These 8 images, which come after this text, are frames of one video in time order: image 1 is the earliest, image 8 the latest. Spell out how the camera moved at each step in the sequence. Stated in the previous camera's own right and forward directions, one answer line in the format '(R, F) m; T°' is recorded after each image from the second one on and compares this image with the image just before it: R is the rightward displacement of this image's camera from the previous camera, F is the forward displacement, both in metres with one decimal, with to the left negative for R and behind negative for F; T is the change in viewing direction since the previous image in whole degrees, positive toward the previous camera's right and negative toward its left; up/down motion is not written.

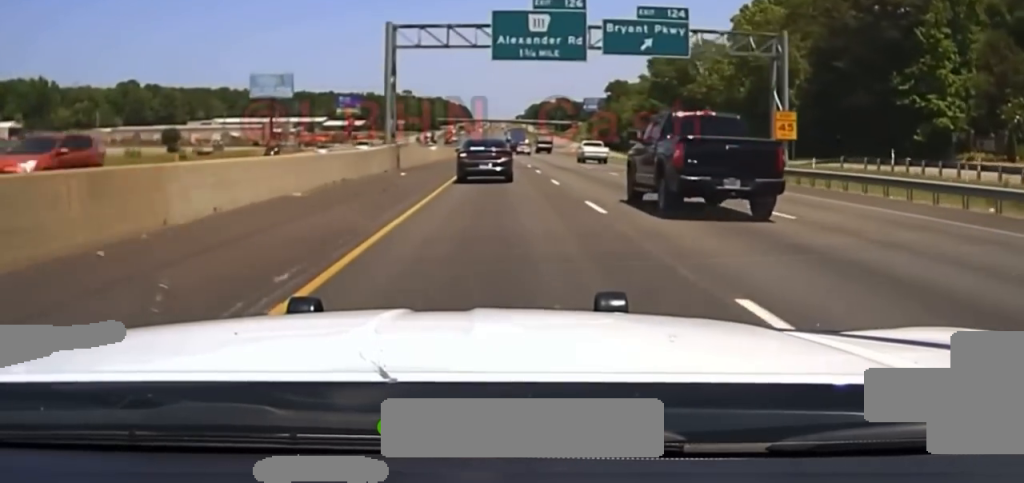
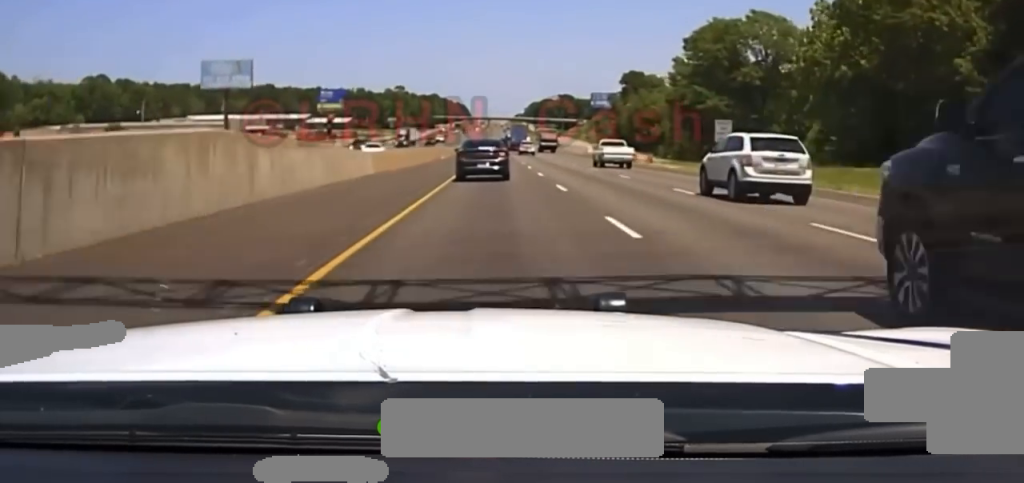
(+0.1, +37.4) m; 0°
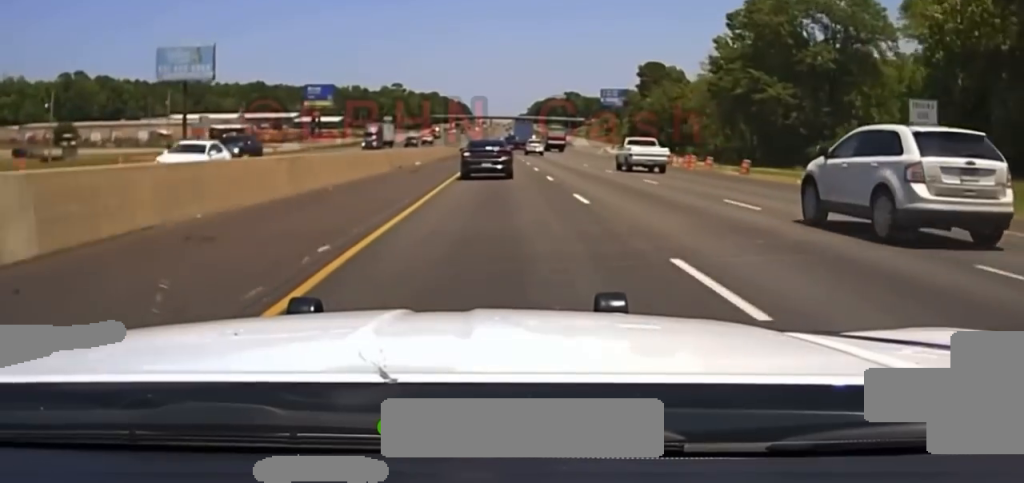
(0.0, +27.7) m; 0°
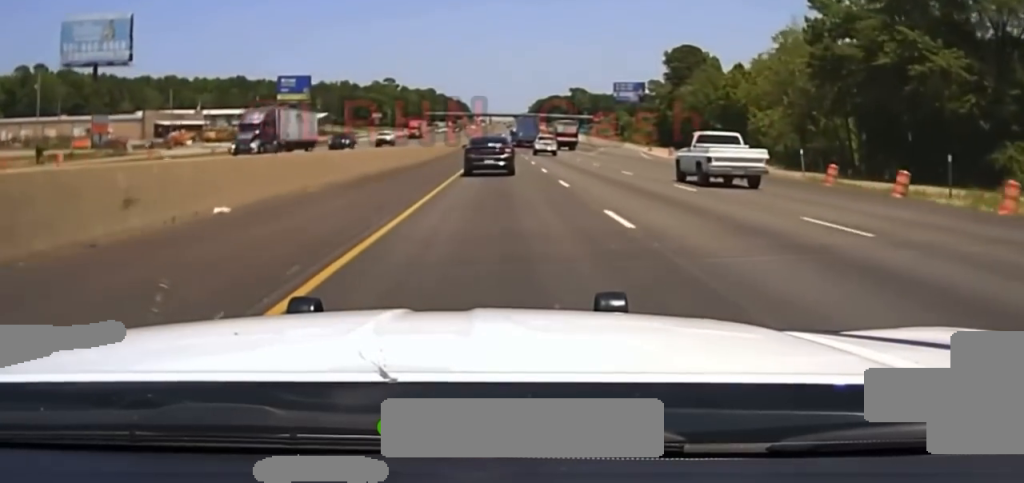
(-0.2, +40.0) m; -1°
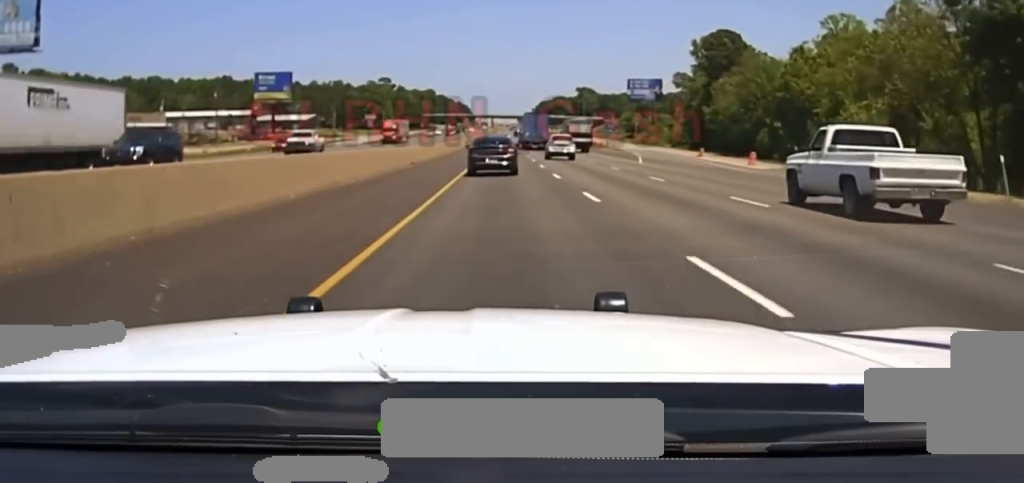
(-0.1, +30.0) m; 0°
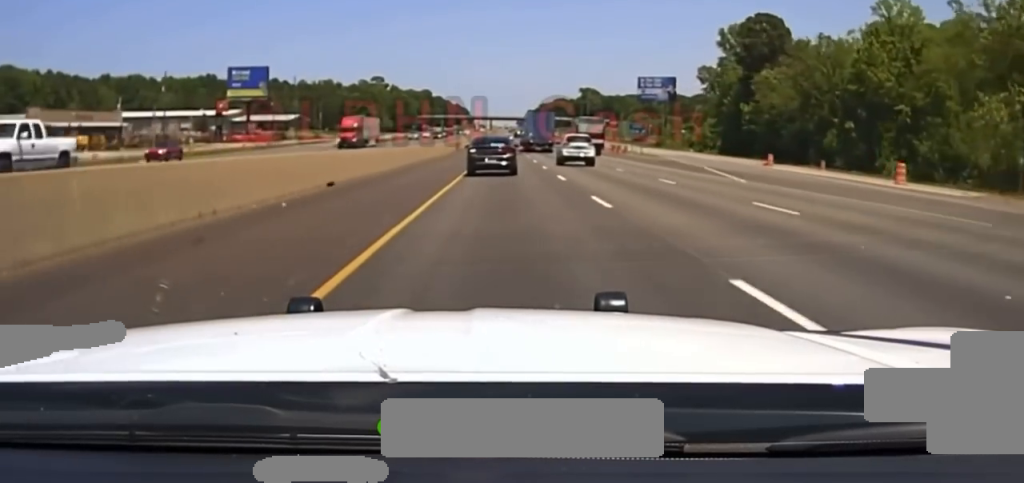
(0.0, +25.4) m; 0°
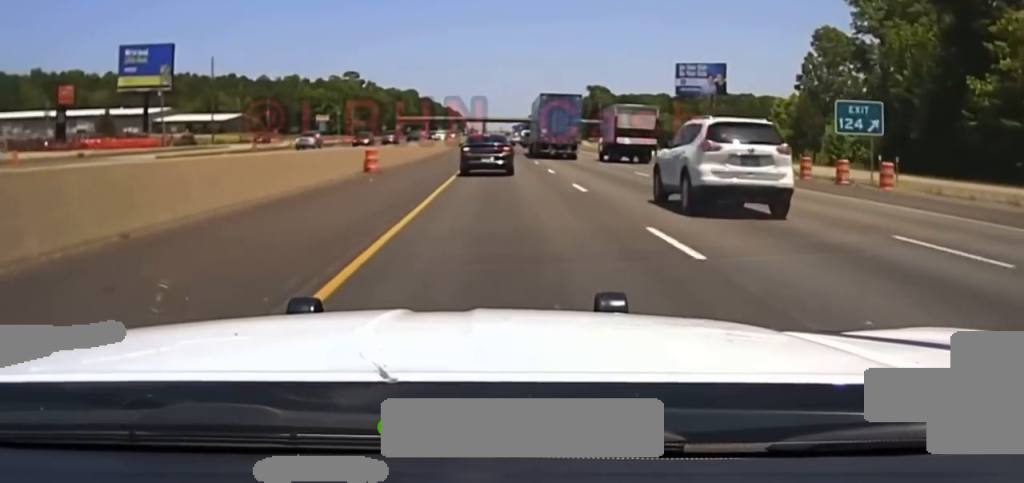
(+0.3, +68.6) m; 0°
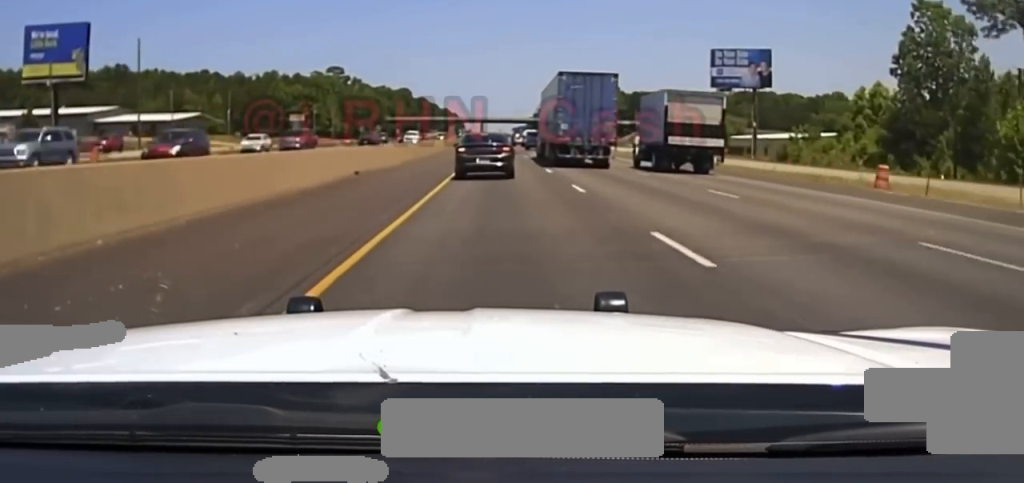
(0.0, +38.2) m; 0°
